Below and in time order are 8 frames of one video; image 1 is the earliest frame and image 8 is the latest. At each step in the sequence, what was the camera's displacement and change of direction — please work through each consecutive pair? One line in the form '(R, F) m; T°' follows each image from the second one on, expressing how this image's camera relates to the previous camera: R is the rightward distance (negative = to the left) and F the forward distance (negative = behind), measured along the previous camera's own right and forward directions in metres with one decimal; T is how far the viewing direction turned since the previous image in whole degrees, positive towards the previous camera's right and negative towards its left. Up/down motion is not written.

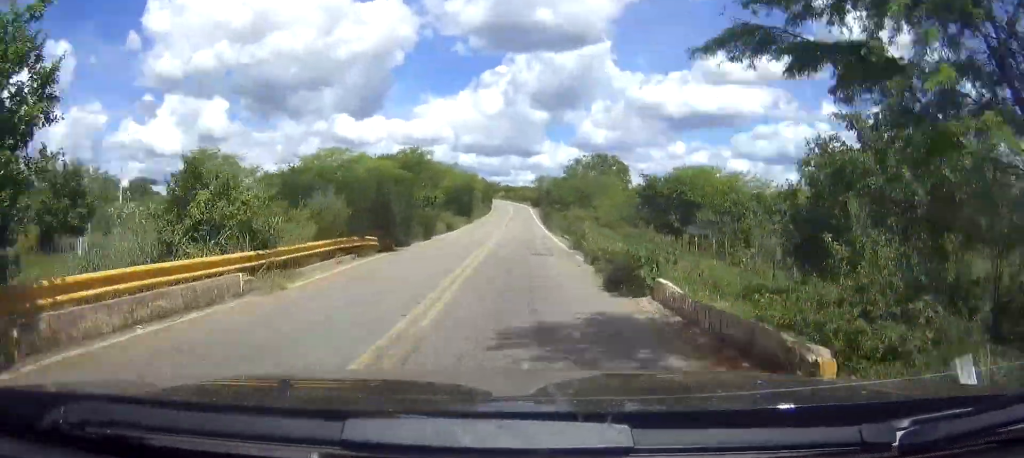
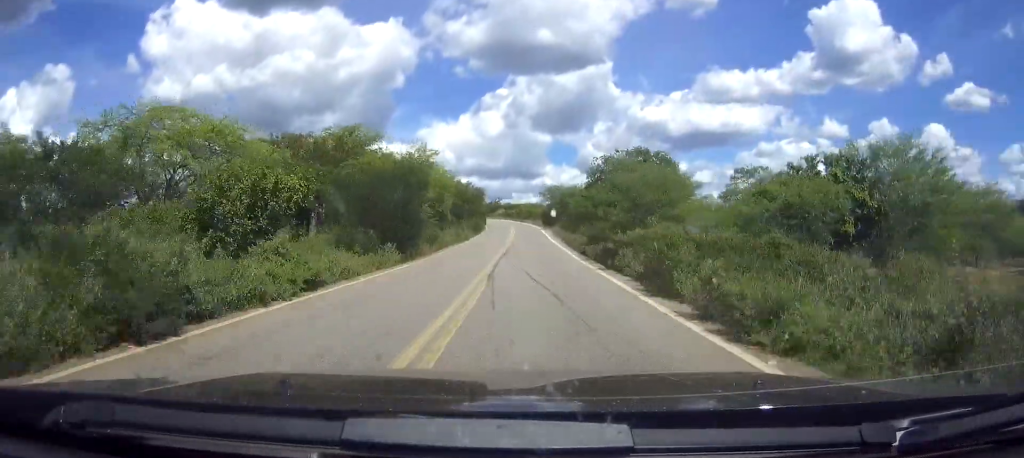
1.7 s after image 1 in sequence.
(+0.7, +40.7) m; +1°
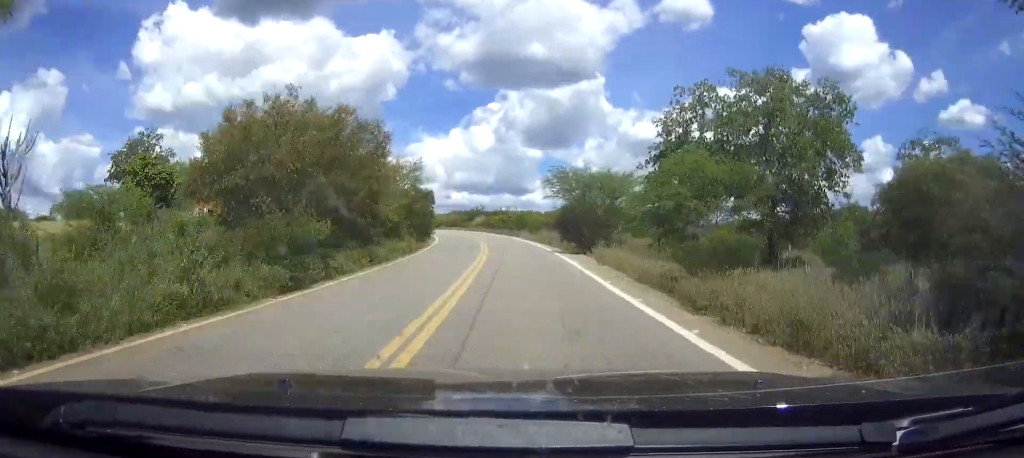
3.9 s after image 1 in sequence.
(0.0, +54.0) m; 0°
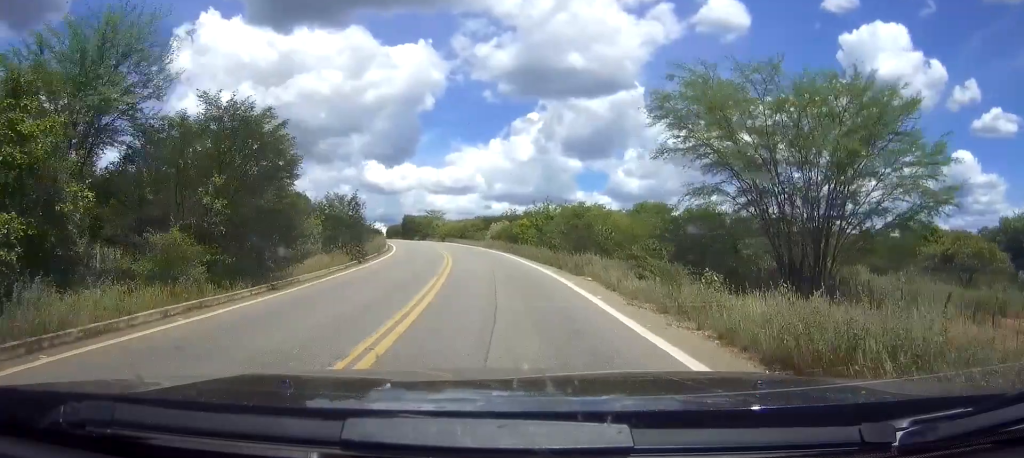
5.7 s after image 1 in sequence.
(0.0, +43.3) m; 0°
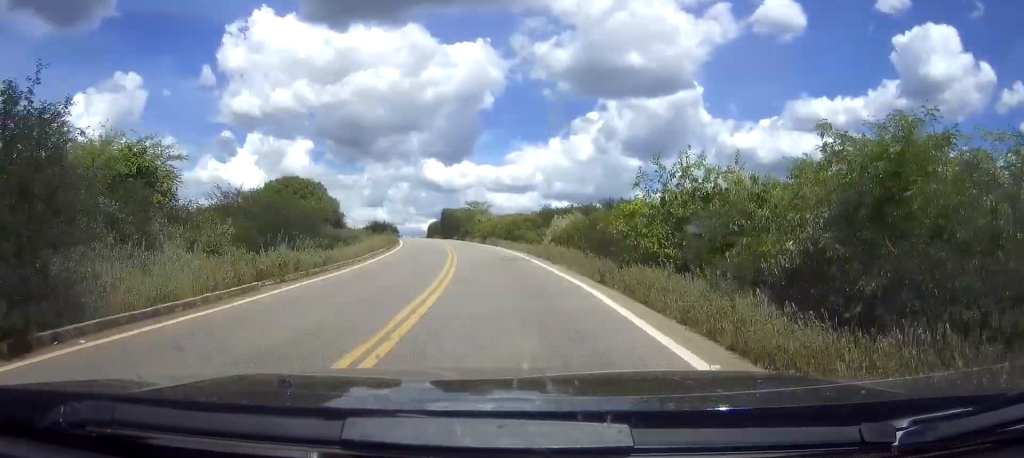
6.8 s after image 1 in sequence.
(0.0, +24.6) m; -3°
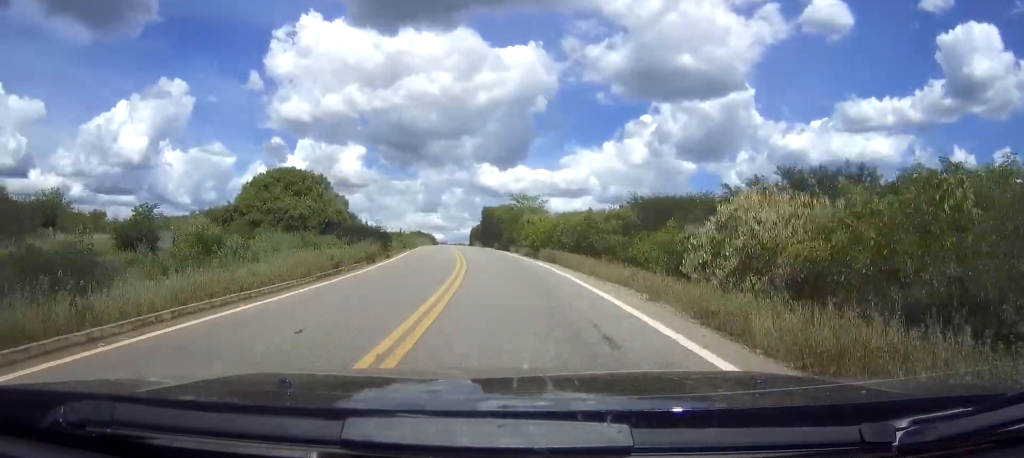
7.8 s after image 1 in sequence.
(+0.6, +24.3) m; -4°
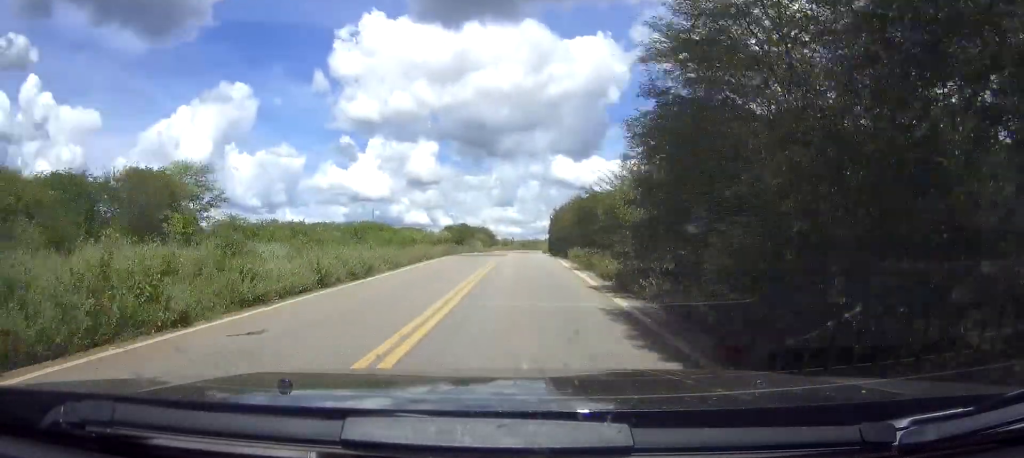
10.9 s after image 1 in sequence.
(-9.1, +68.5) m; -9°
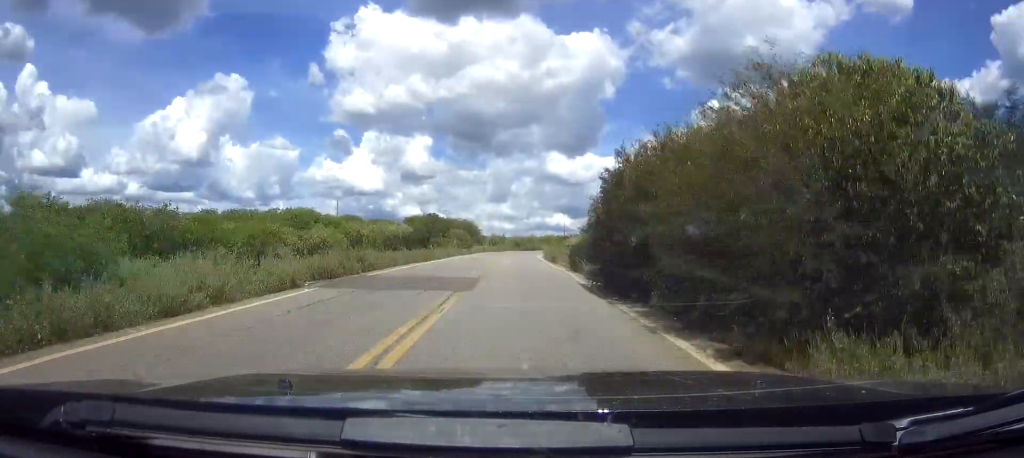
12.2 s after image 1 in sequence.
(-0.1, +30.9) m; 0°
